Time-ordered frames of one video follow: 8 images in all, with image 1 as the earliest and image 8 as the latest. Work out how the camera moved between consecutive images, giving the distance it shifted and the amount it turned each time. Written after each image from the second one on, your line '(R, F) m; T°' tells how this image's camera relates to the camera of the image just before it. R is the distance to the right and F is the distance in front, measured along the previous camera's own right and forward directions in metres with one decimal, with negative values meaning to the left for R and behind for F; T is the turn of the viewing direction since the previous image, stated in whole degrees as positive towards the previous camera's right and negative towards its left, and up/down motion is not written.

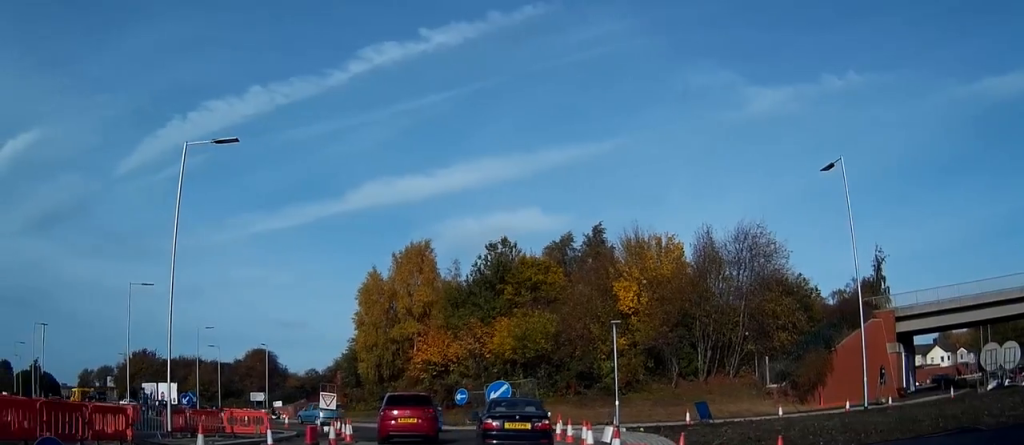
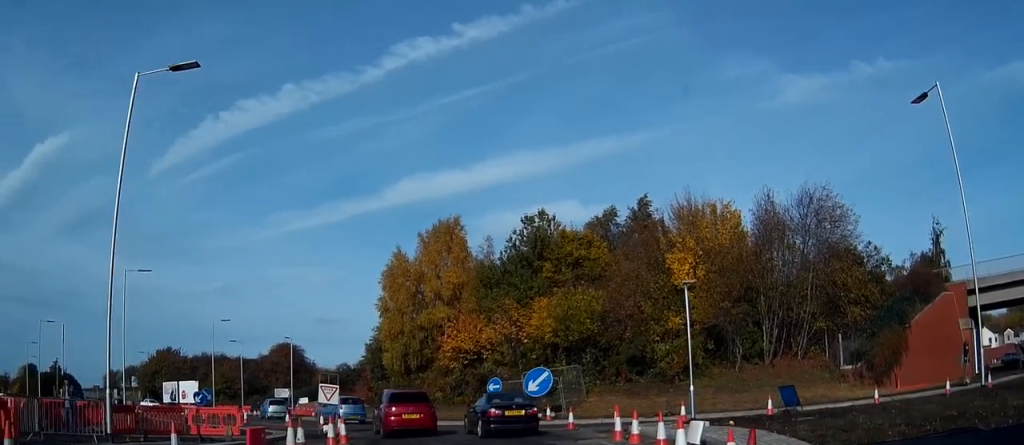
(0.0, +6.2) m; -1°
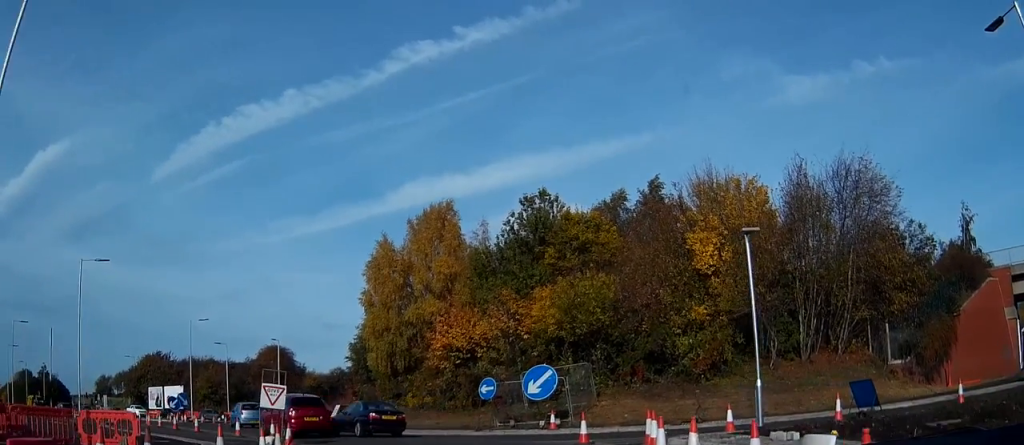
(0.0, +6.4) m; 0°
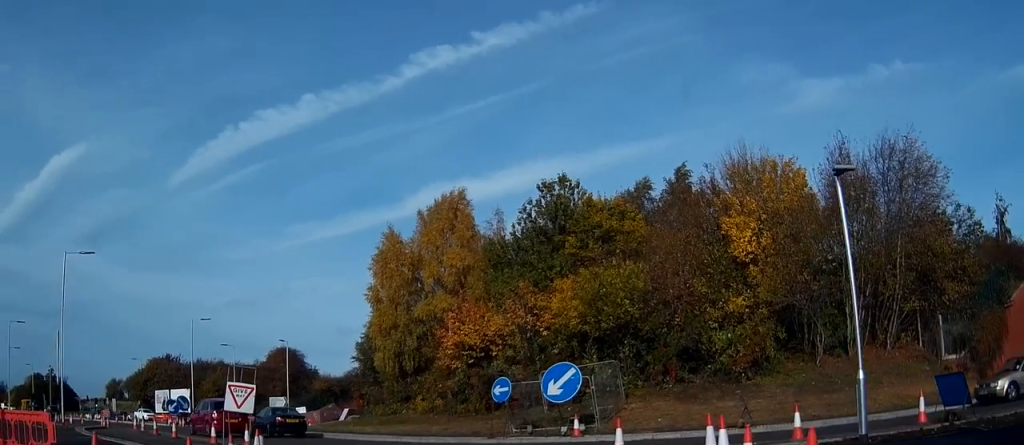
(0.0, +4.1) m; +1°
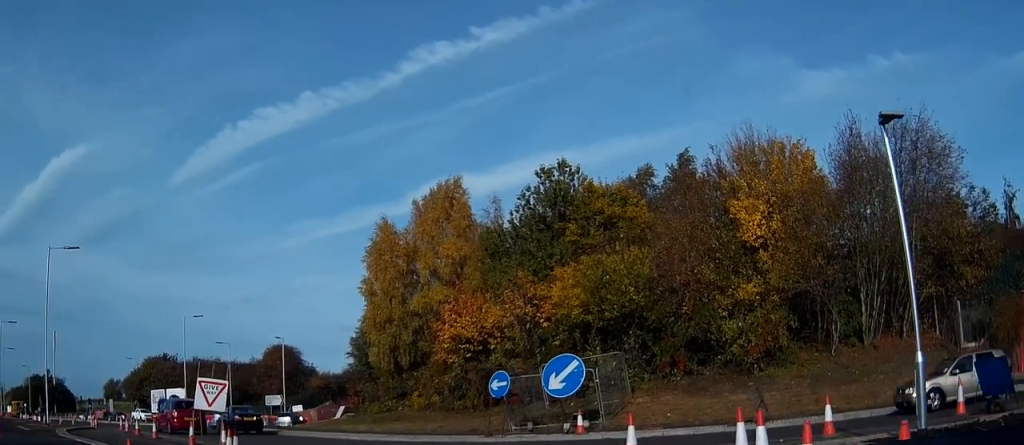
(0.0, +1.9) m; +1°
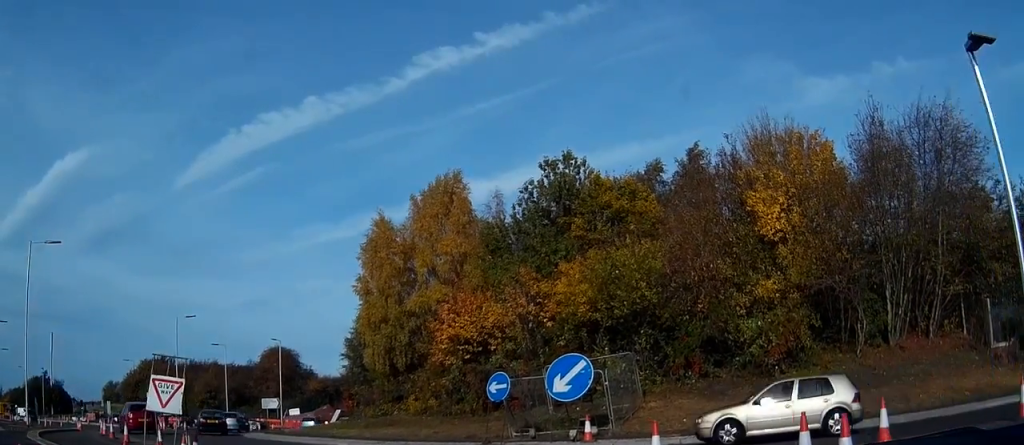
(+0.1, +2.3) m; +1°
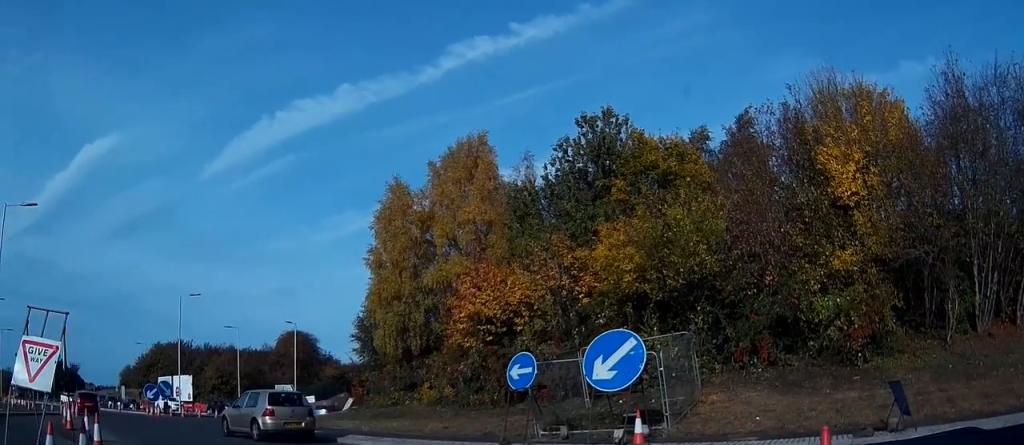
(0.0, +5.6) m; -2°
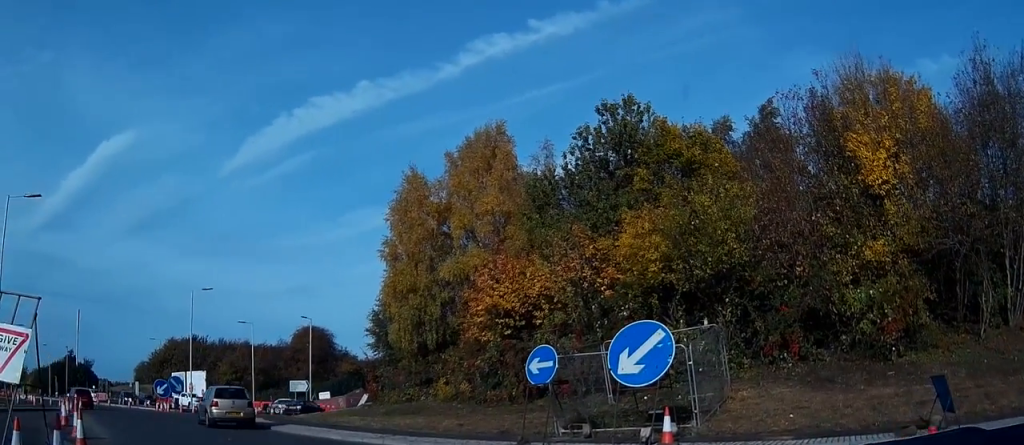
(-0.1, +1.4) m; -2°
